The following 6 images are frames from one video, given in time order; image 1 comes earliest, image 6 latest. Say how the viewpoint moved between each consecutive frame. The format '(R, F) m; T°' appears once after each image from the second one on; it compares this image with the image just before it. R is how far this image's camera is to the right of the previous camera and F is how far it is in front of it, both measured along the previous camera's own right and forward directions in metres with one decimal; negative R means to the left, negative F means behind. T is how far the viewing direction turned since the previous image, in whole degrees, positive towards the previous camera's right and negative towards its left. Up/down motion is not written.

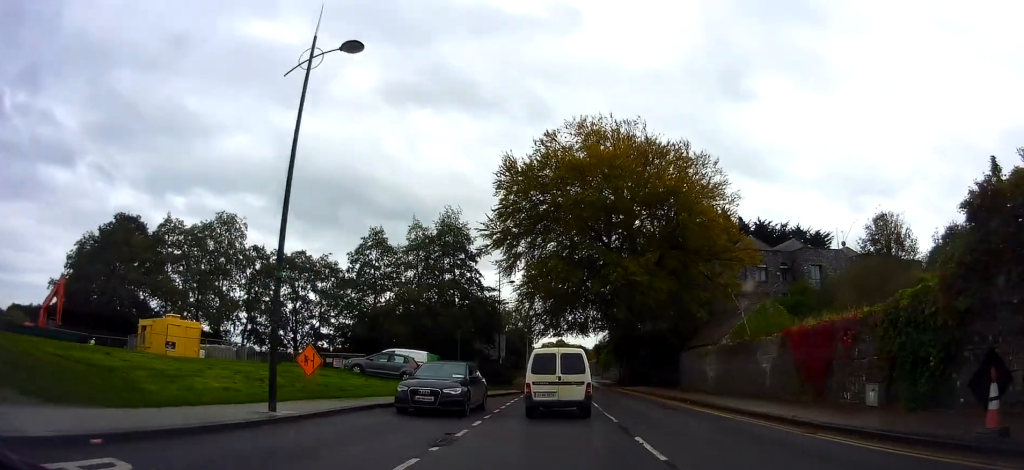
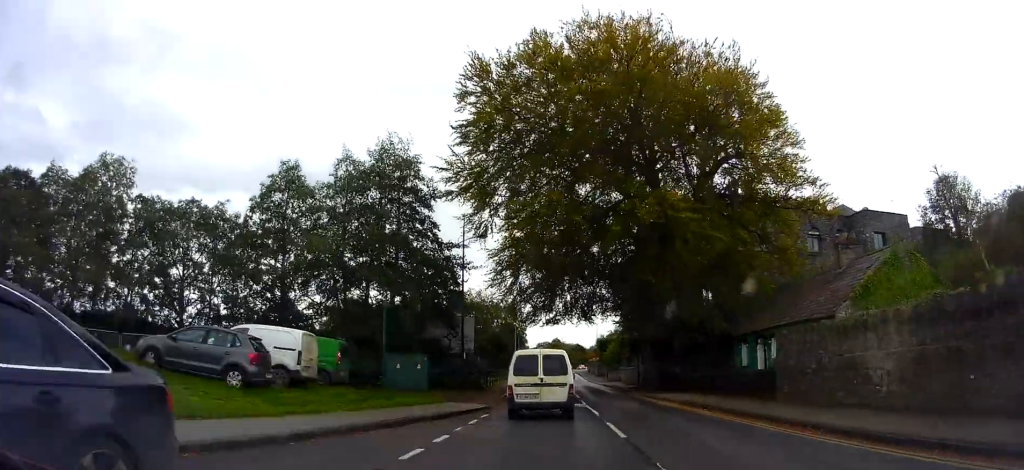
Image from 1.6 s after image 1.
(+0.4, +15.4) m; +1°
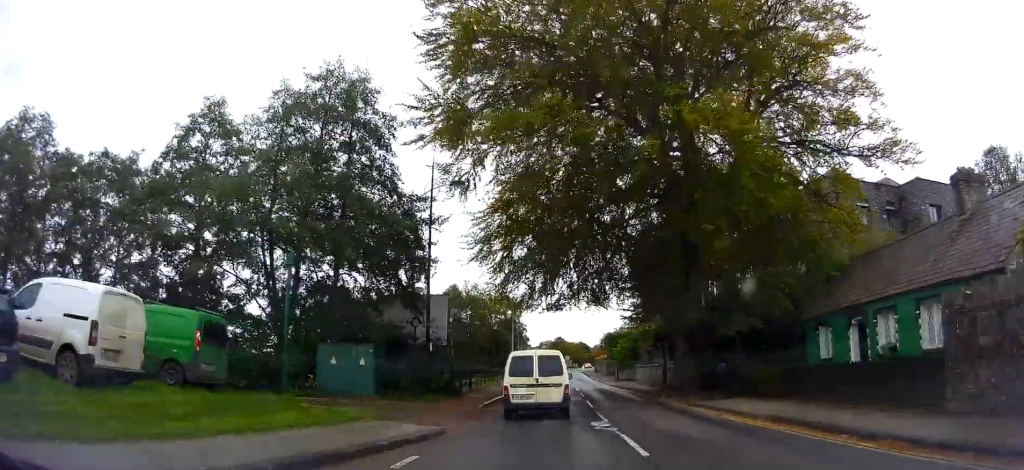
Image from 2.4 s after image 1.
(+0.1, +8.8) m; 0°
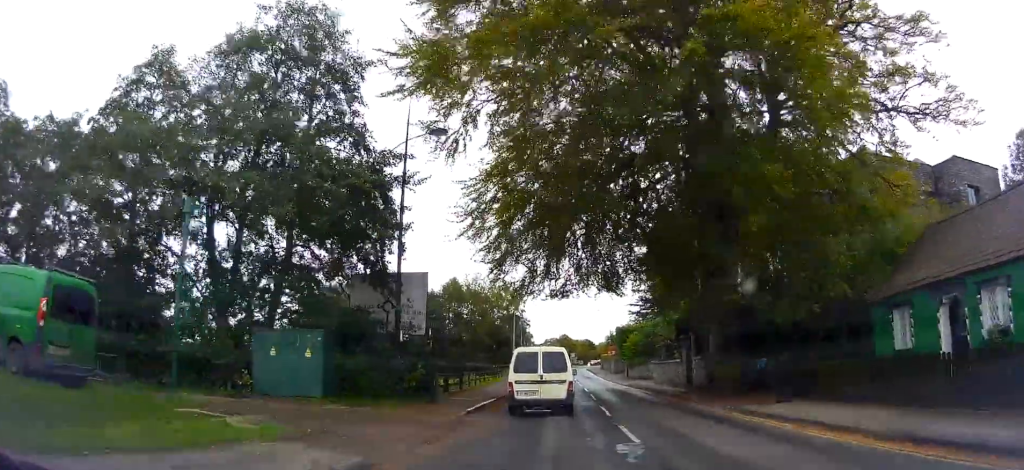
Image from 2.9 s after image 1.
(0.0, +4.8) m; +3°
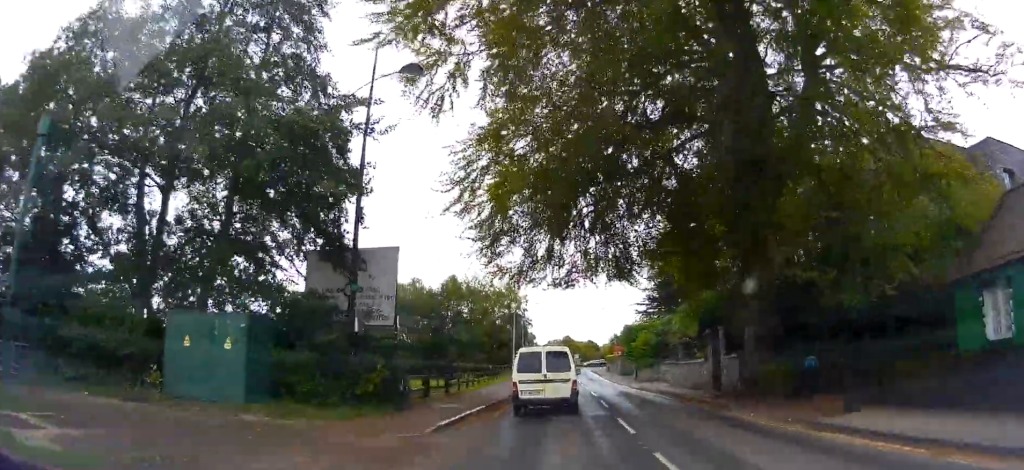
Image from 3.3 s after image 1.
(-0.3, +4.1) m; +6°
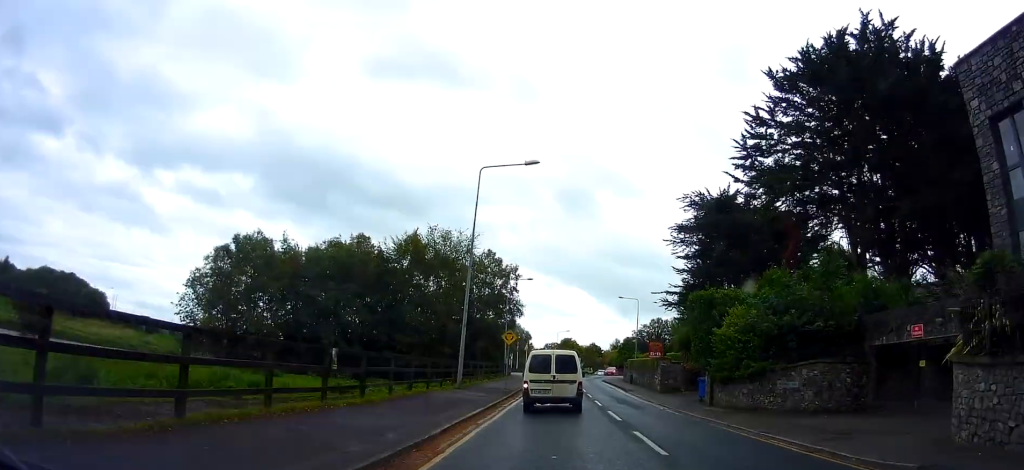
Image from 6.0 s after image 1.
(-4.1, +23.6) m; -26°
